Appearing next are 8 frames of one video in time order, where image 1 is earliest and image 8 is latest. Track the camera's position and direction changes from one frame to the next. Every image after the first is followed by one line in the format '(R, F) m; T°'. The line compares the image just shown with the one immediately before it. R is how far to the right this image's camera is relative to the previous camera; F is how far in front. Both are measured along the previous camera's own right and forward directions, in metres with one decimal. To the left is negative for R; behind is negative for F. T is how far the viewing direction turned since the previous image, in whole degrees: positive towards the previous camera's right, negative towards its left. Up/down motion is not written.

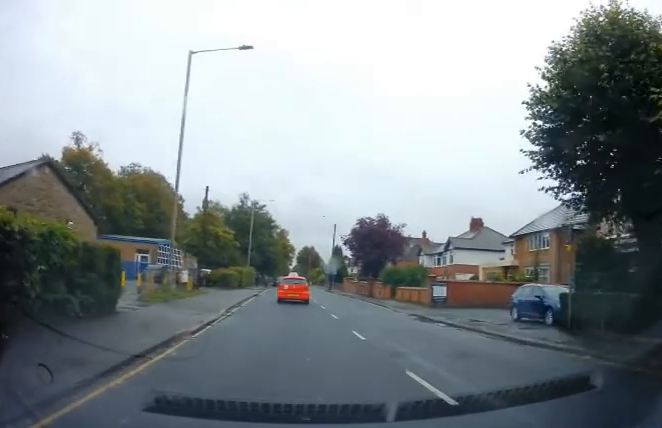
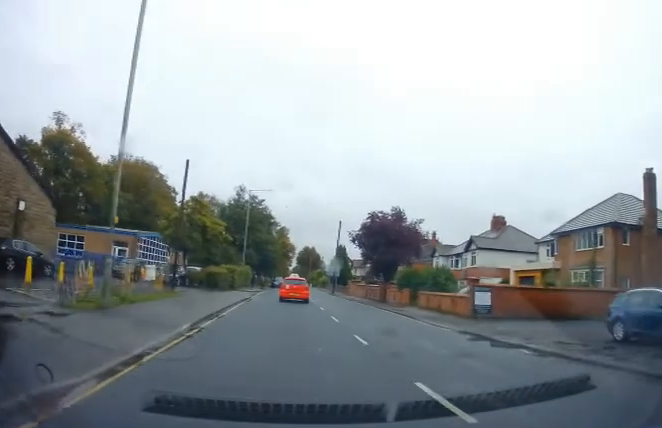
(+0.1, +6.5) m; +1°
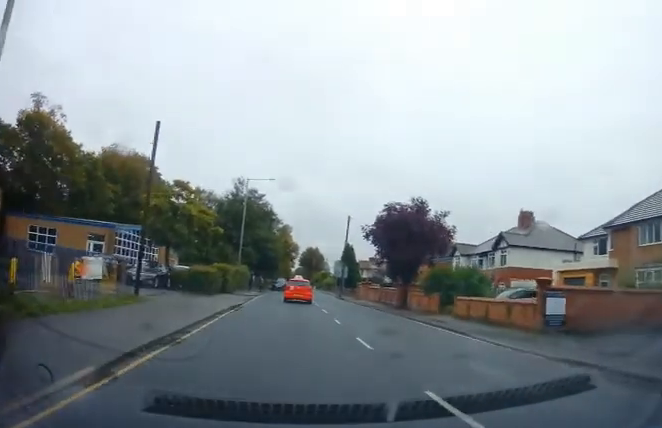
(0.0, +5.8) m; 0°
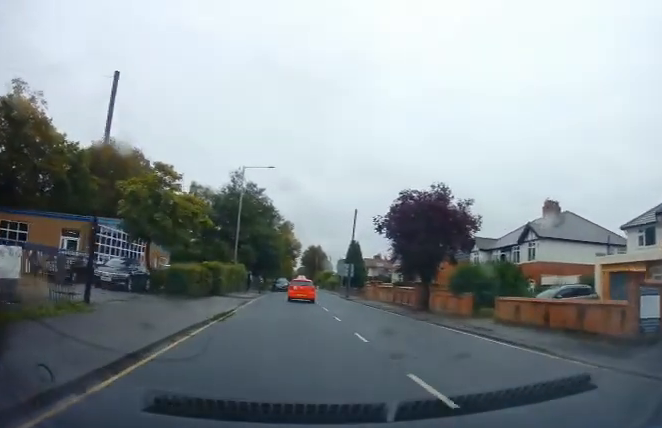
(0.0, +4.6) m; -1°
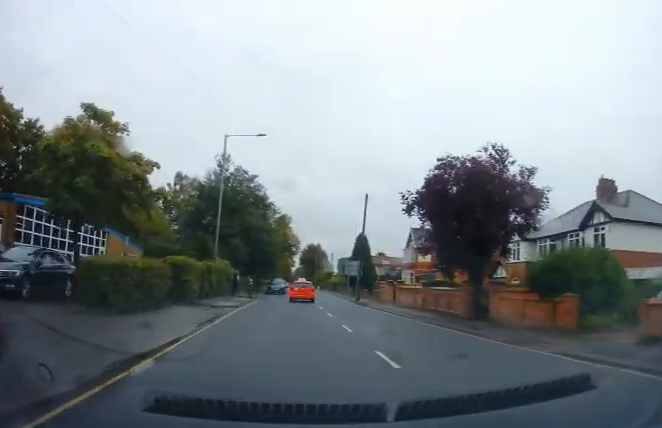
(-0.1, +8.9) m; 0°
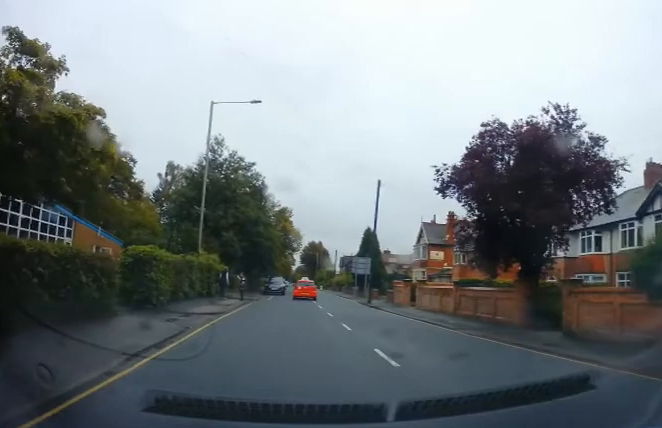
(+0.1, +5.5) m; +1°
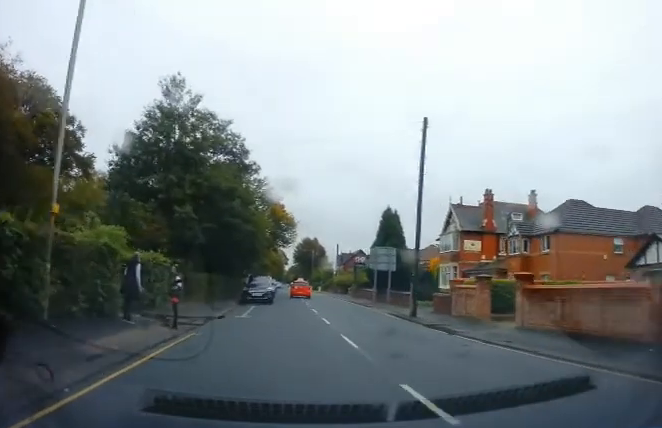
(-0.4, +15.0) m; 0°
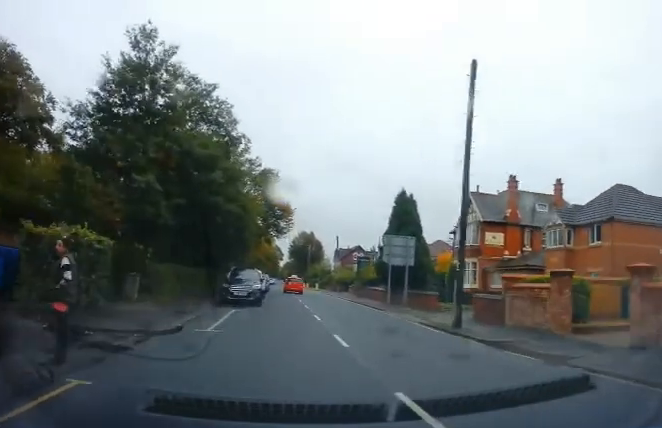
(+0.3, +6.7) m; +1°
